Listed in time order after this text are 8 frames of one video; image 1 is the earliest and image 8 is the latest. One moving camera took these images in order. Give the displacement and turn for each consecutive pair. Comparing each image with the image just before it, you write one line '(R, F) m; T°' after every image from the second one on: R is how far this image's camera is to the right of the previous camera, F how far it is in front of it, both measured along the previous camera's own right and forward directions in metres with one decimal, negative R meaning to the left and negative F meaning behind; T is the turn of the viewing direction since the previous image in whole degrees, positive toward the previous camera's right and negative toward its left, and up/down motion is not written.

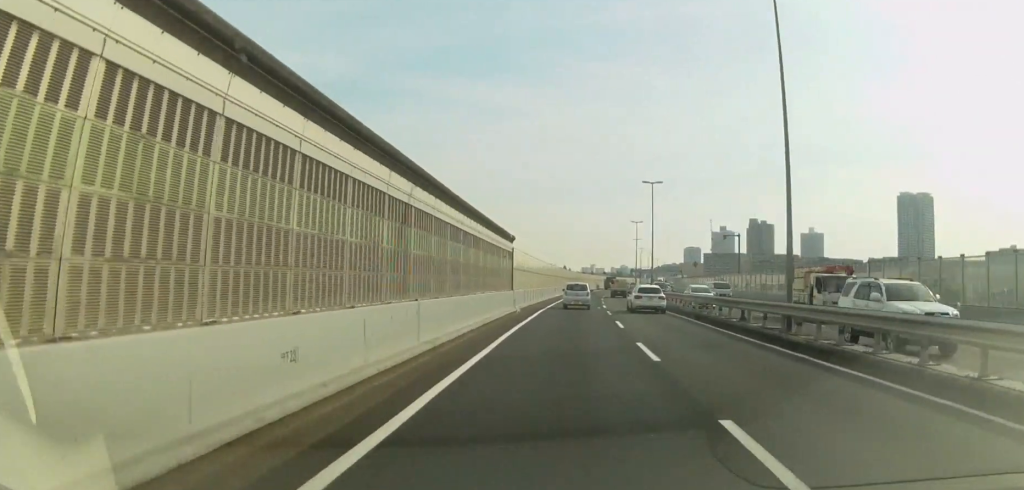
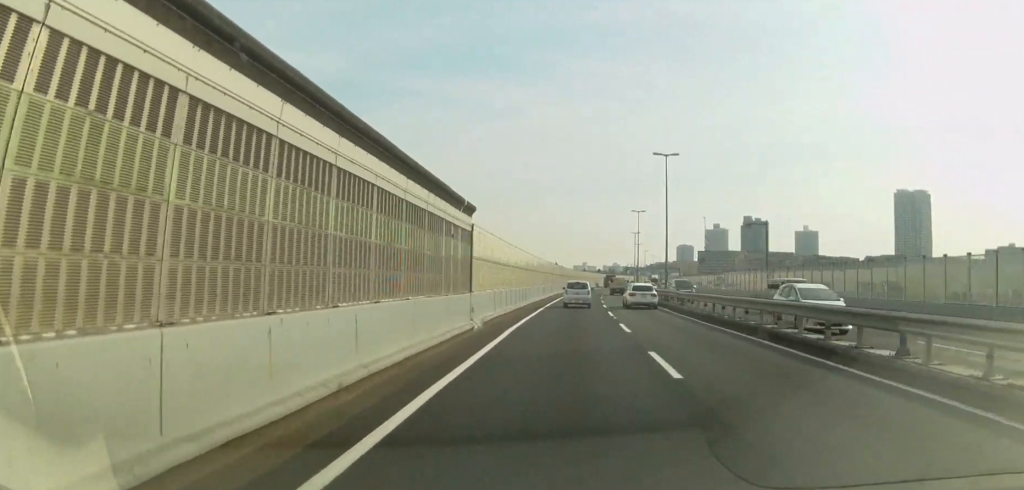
(0.0, +12.6) m; 0°
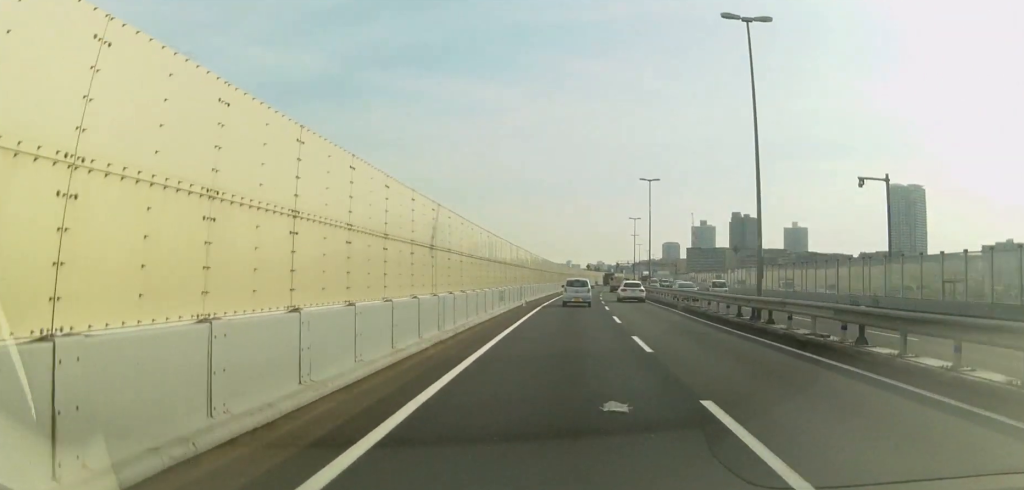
(+0.4, +26.0) m; +2°
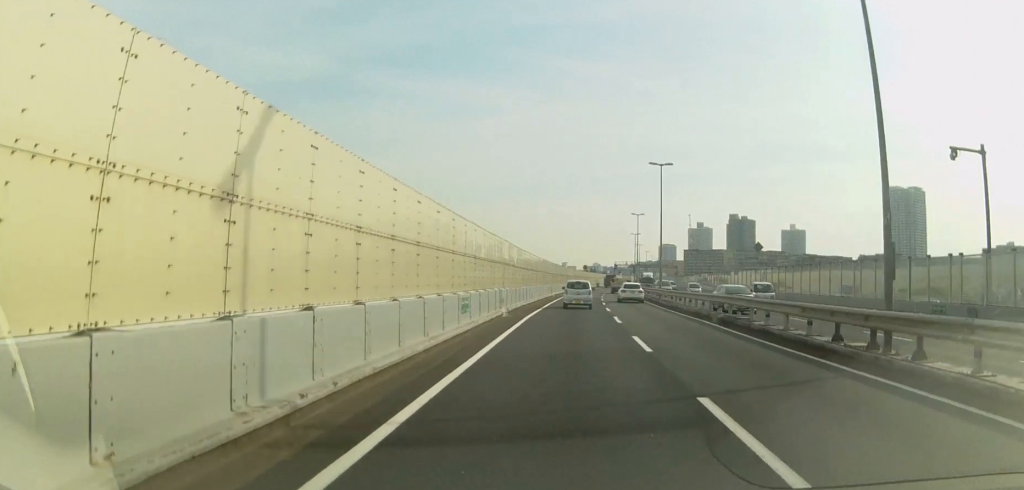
(+0.1, +9.6) m; 0°
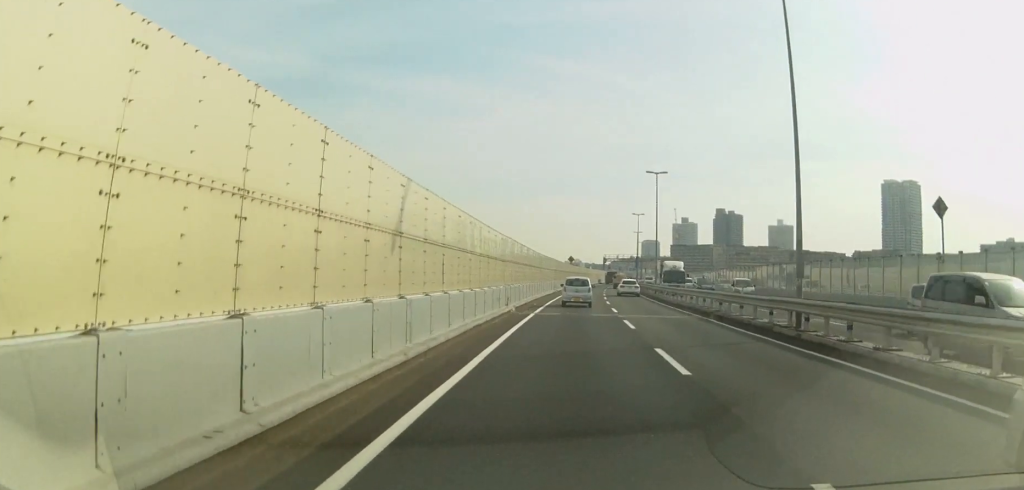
(+0.1, +34.1) m; +1°
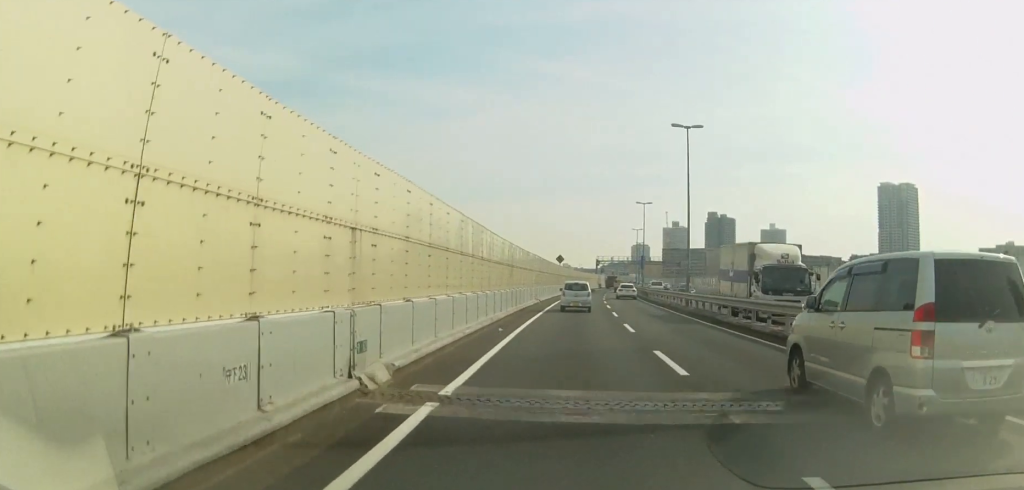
(0.0, +19.9) m; +1°
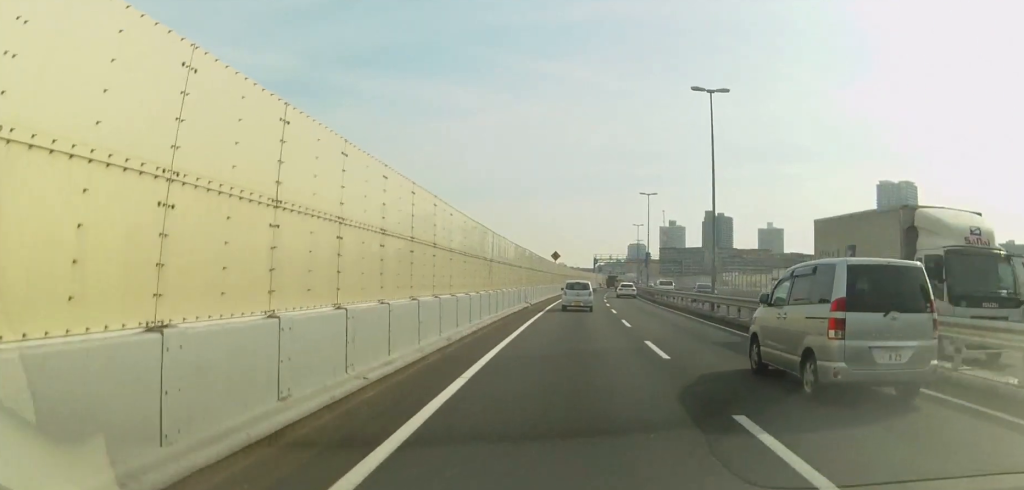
(+0.1, +7.6) m; 0°
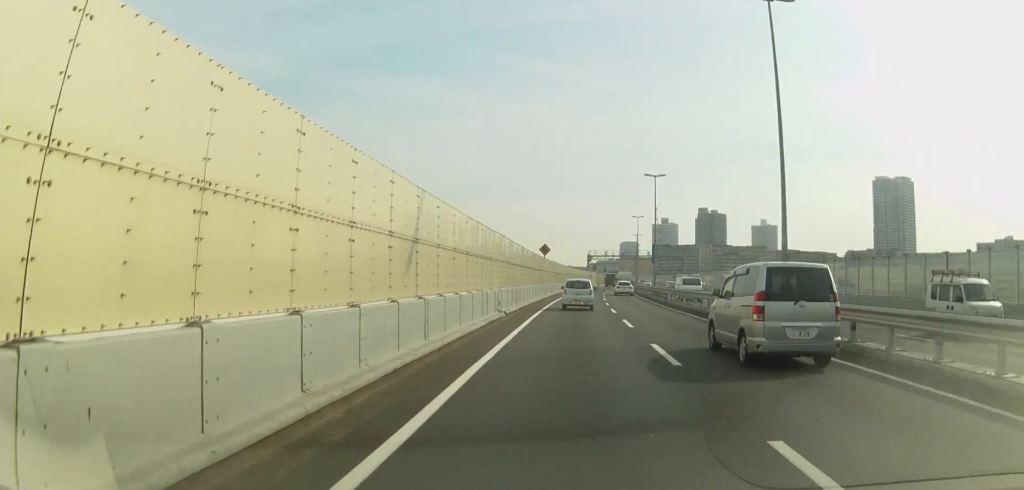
(+0.2, +11.5) m; 0°
